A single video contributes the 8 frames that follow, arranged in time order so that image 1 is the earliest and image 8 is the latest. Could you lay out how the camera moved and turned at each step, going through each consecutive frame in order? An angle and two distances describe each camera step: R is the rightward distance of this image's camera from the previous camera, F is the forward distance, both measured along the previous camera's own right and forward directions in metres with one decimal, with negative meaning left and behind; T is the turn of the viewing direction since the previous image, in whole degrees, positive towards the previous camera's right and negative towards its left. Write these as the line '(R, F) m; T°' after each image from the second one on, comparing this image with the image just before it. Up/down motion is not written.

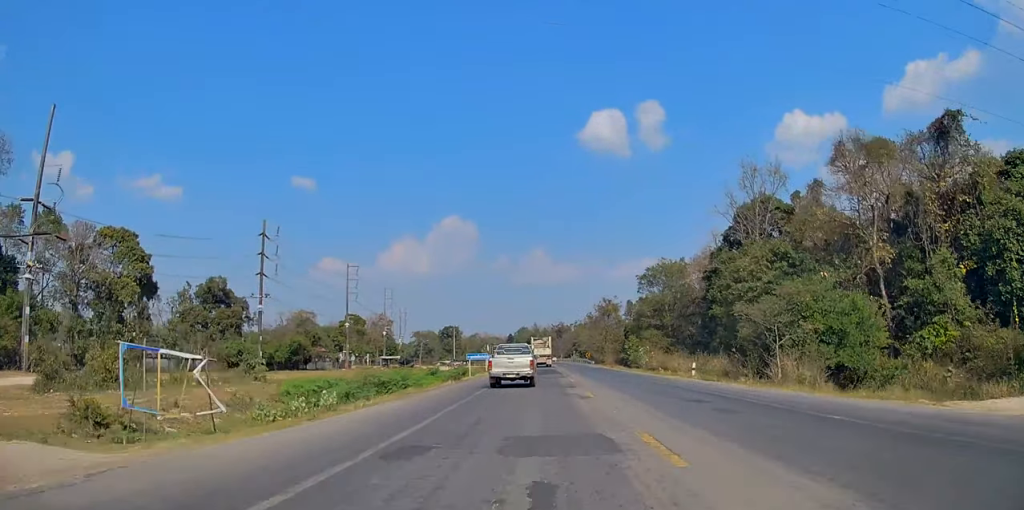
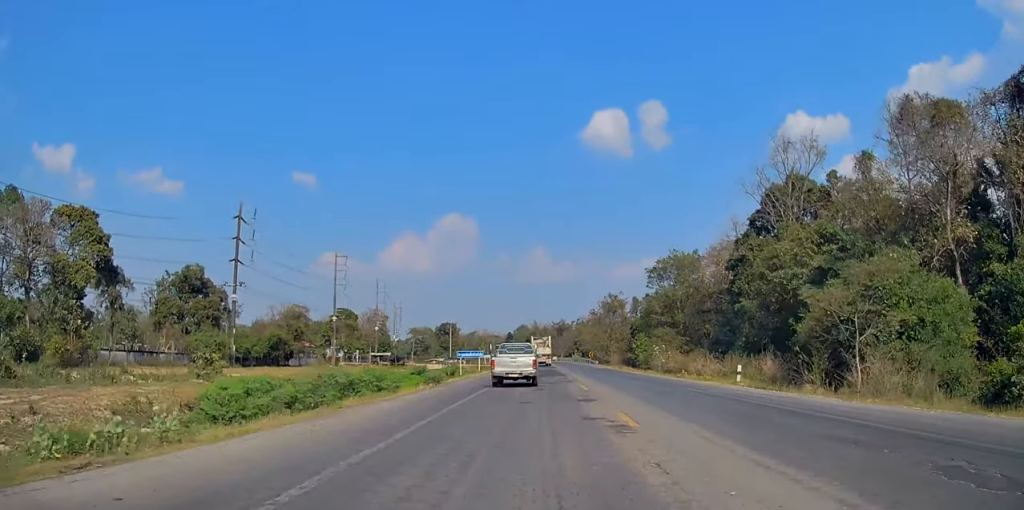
(-0.1, +8.0) m; +1°
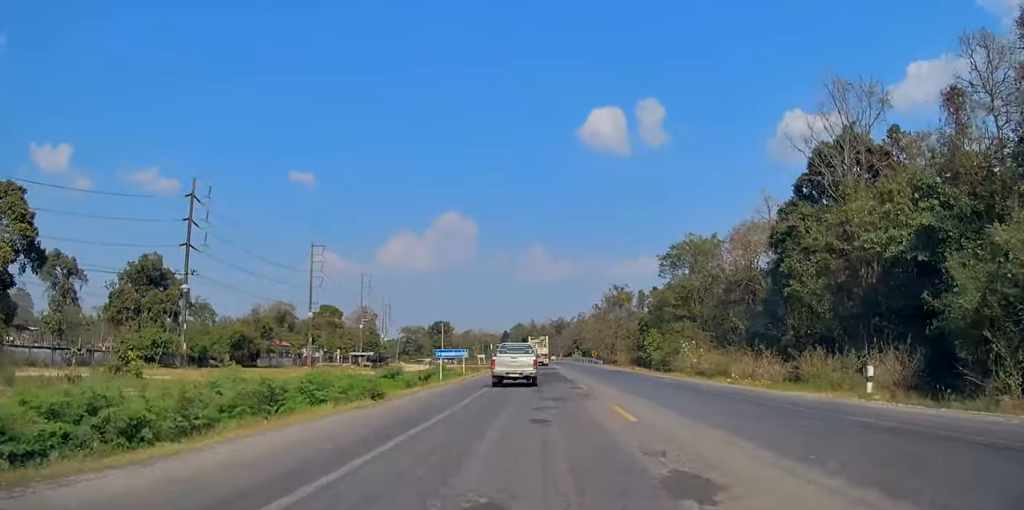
(+0.3, +11.8) m; +1°
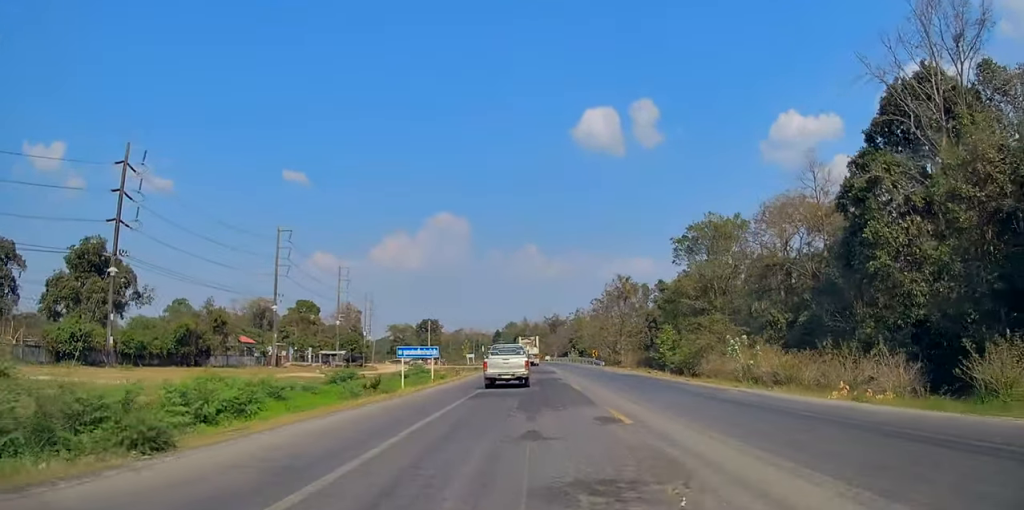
(+0.1, +12.2) m; -1°
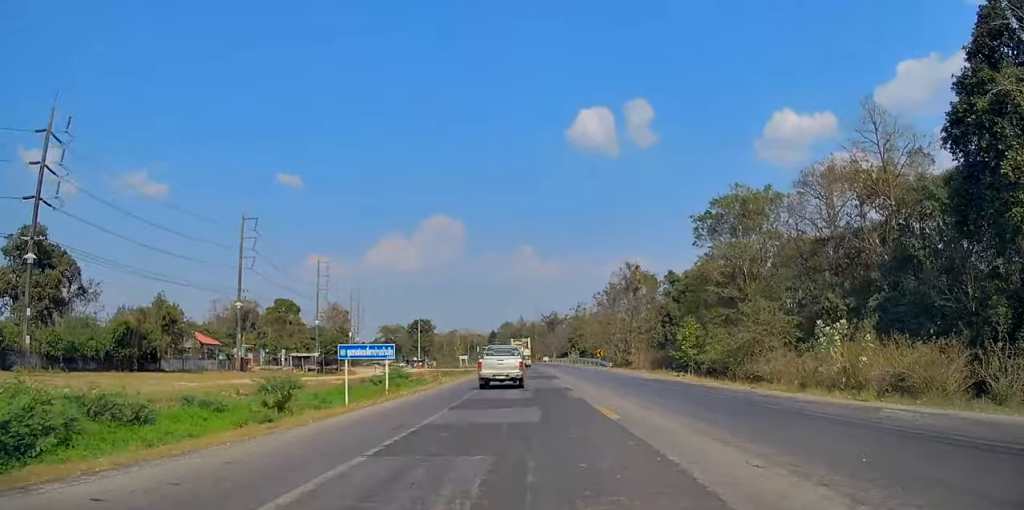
(-0.1, +11.0) m; -2°
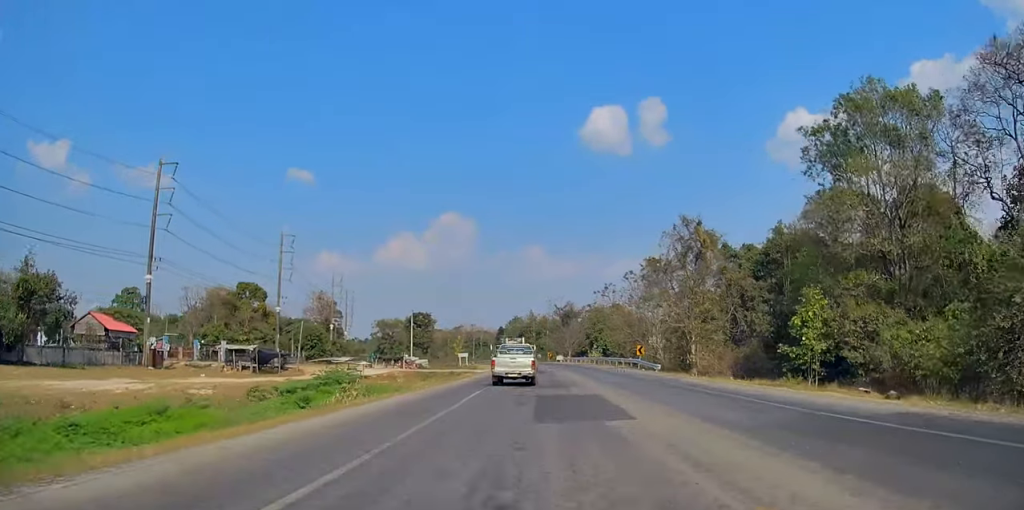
(-0.5, +23.0) m; +1°
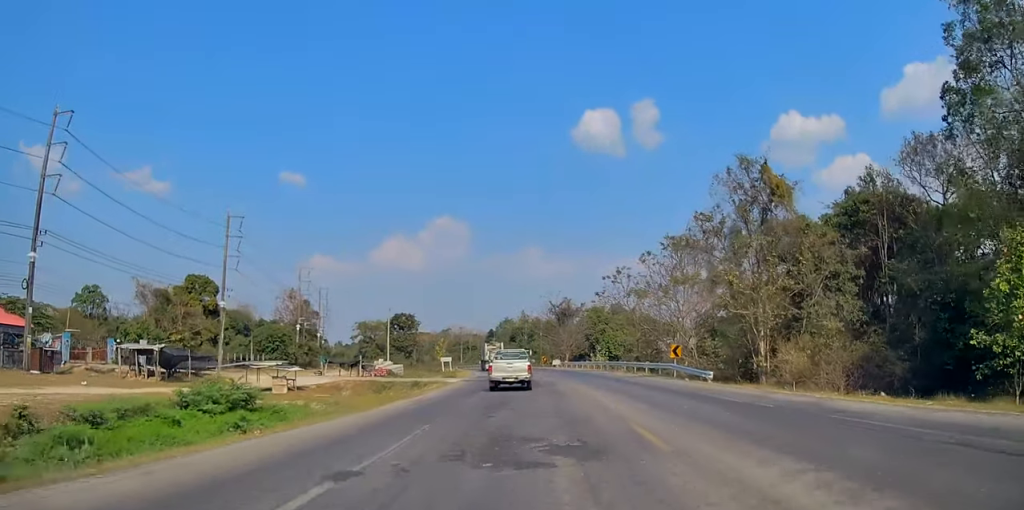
(+0.3, +16.3) m; 0°
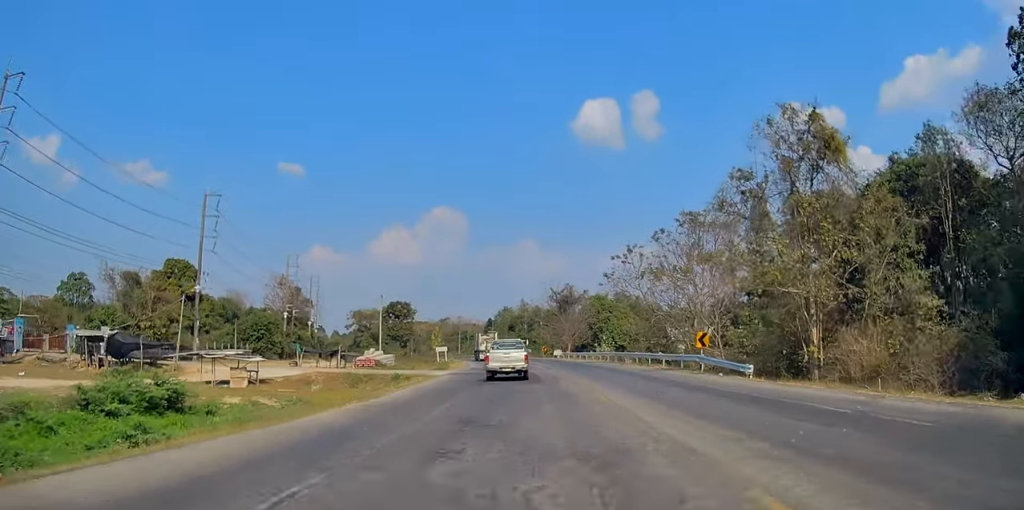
(-0.2, +6.7) m; -1°
